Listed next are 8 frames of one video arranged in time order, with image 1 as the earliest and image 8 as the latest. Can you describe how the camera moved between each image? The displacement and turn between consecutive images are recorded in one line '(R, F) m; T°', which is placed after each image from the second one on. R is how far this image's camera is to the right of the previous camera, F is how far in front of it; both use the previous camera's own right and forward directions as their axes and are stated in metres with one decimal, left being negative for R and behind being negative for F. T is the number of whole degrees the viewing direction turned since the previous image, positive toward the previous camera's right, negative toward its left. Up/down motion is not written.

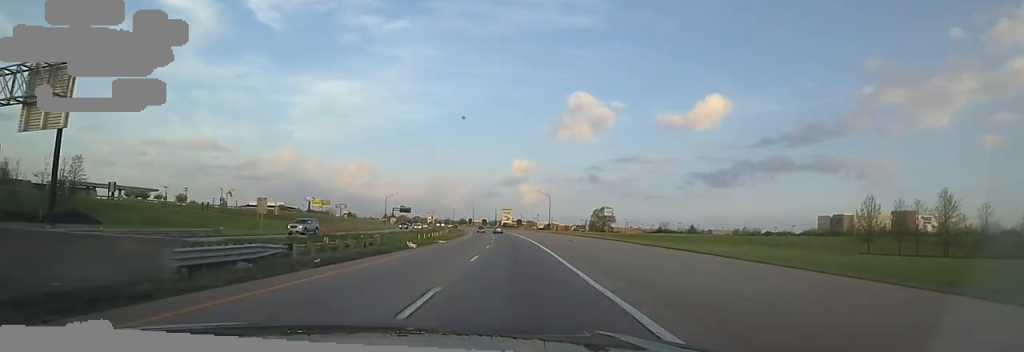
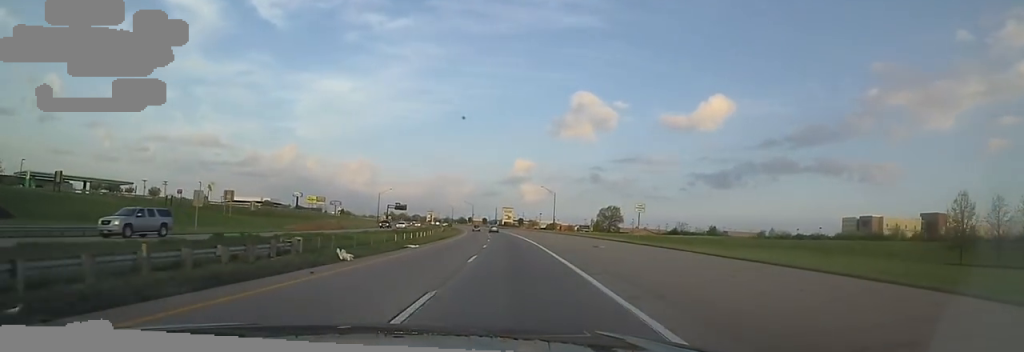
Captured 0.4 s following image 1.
(0.0, +12.6) m; 0°
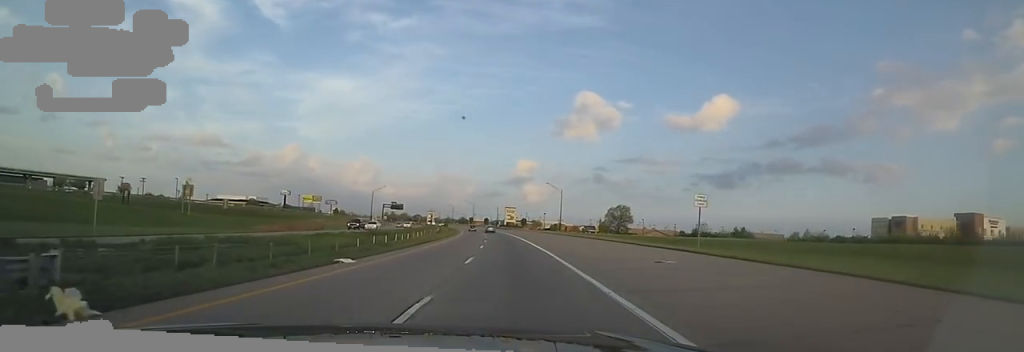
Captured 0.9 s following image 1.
(0.0, +12.6) m; 0°
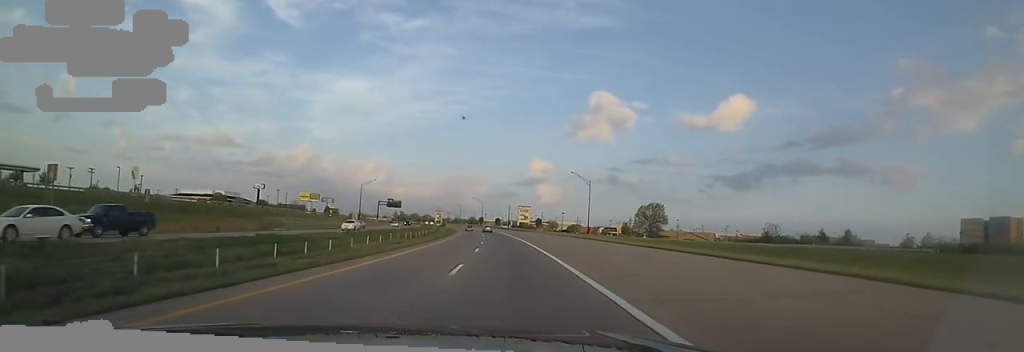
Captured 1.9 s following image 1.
(-0.1, +28.1) m; -2°
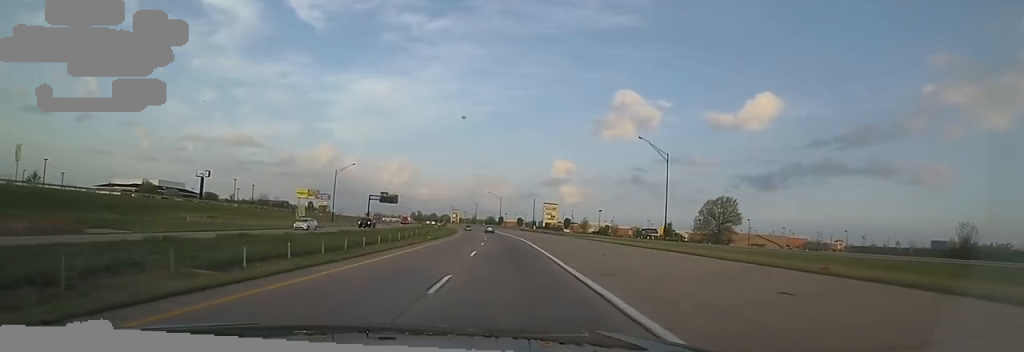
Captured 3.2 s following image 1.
(-1.6, +38.9) m; -4°
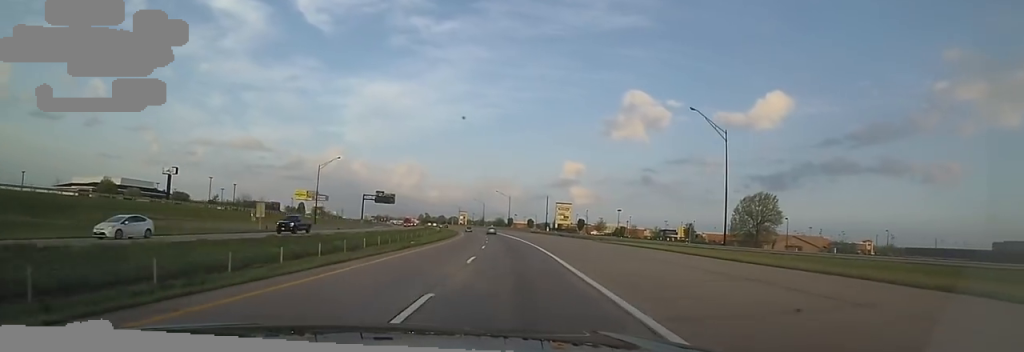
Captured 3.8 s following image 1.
(+0.1, +15.6) m; -2°
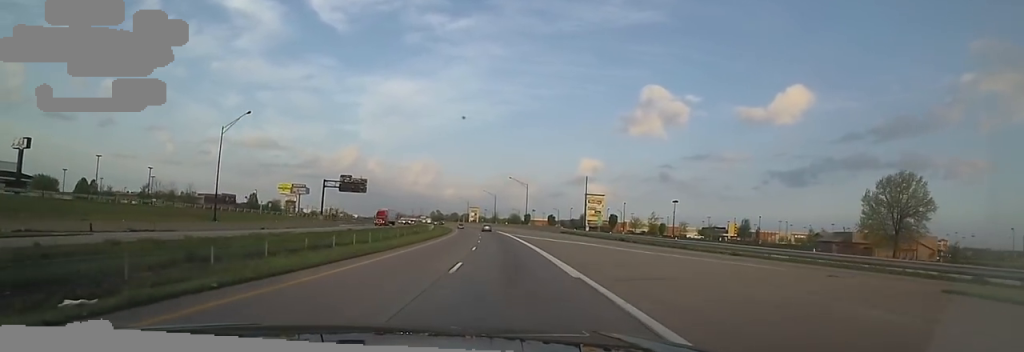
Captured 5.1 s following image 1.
(-1.5, +40.5) m; -1°
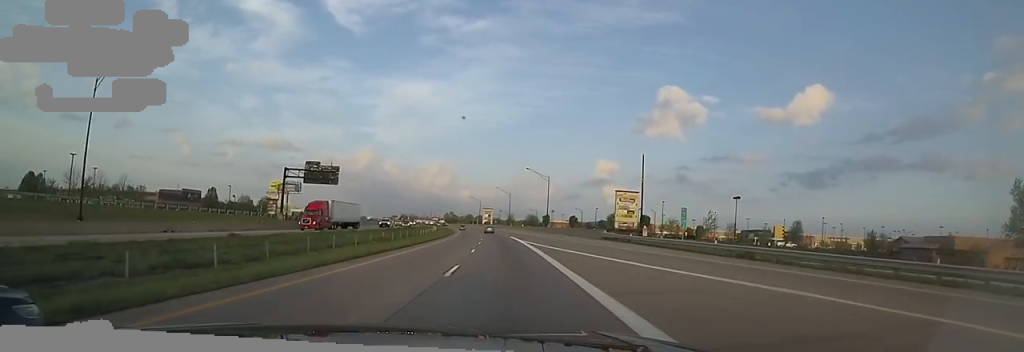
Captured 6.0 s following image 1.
(+1.4, +25.3) m; 0°
